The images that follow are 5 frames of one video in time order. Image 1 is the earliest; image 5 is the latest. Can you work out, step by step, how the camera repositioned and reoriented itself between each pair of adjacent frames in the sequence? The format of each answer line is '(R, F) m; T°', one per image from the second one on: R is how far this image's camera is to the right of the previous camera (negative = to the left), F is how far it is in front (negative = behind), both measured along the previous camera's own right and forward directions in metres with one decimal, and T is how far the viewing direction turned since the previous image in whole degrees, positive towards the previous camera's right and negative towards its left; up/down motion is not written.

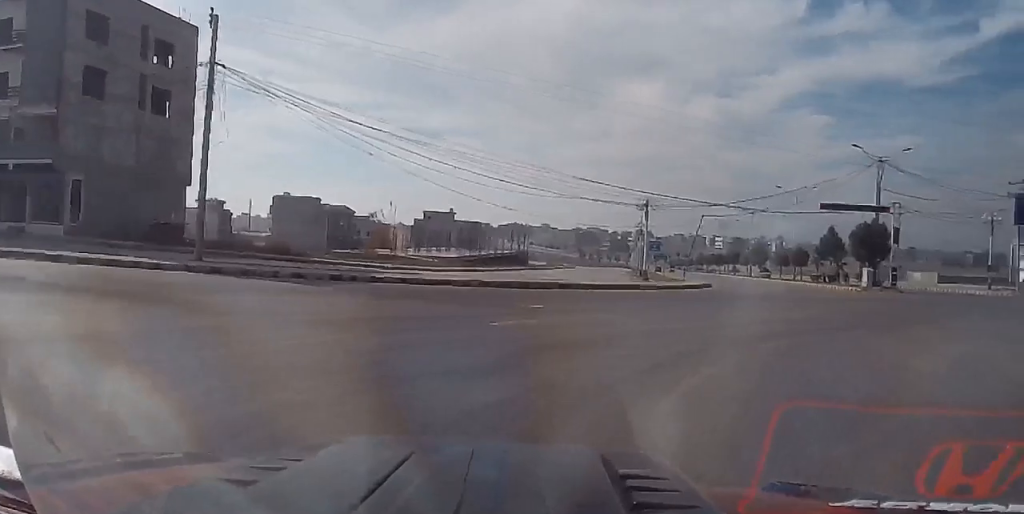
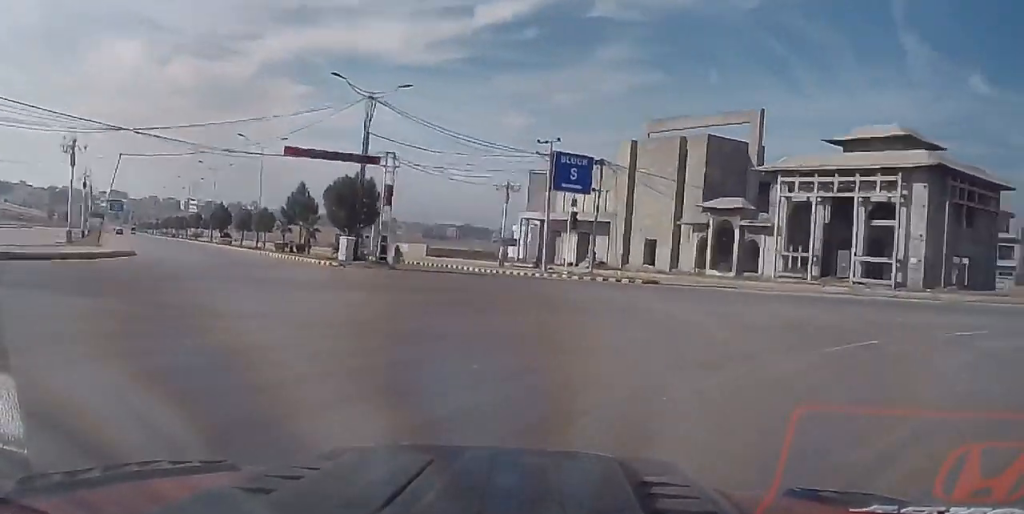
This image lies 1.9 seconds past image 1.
(+6.7, +15.5) m; +46°
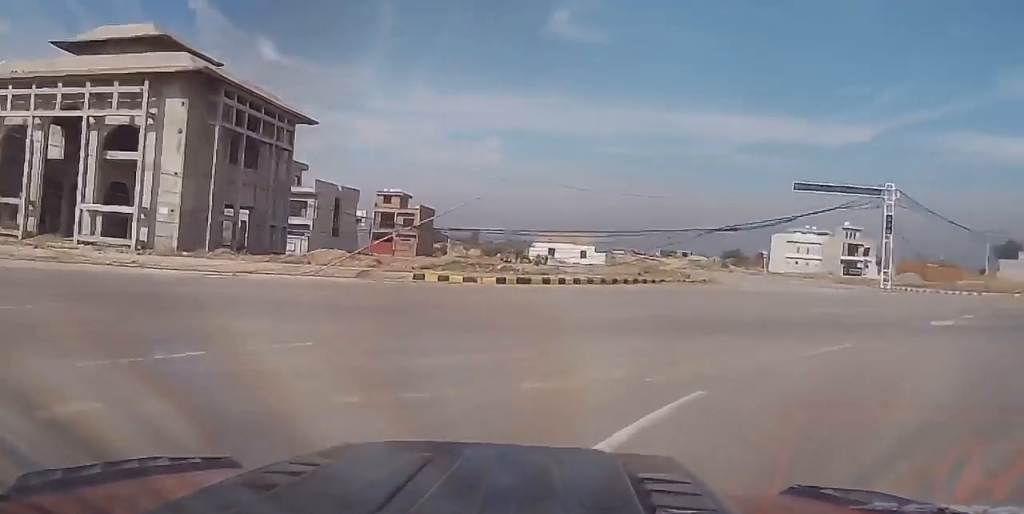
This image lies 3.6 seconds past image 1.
(+4.8, +12.5) m; +40°
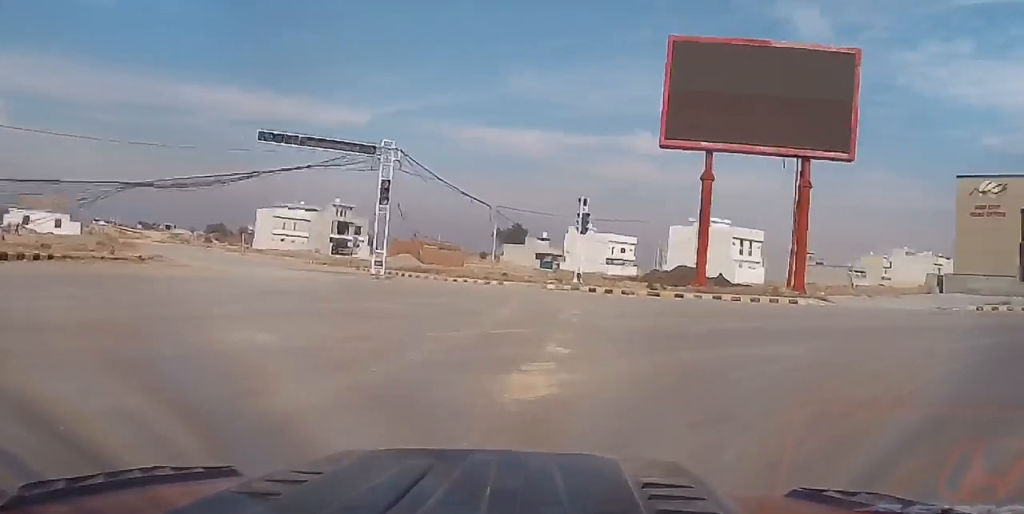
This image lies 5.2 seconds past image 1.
(+4.4, +9.5) m; +46°
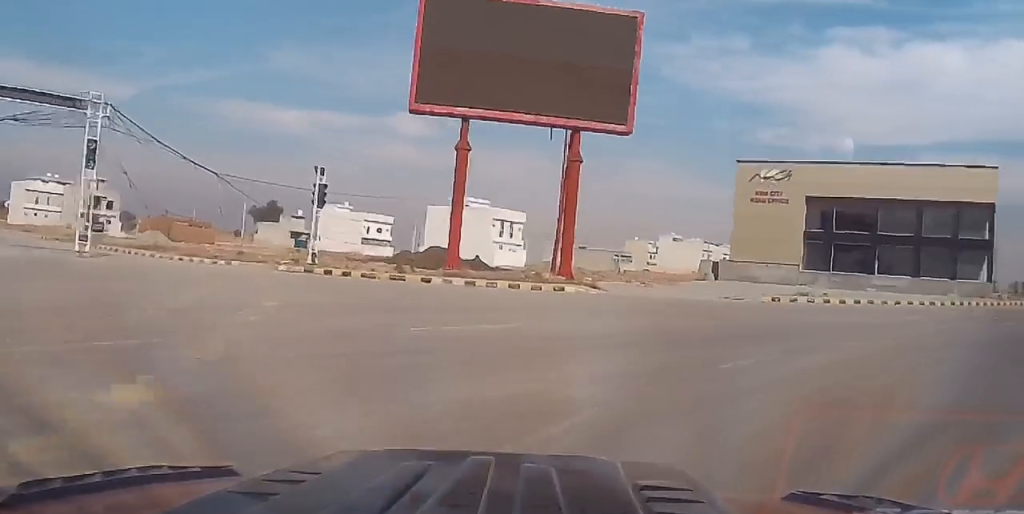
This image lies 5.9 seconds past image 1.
(+0.5, +5.0) m; +16°
